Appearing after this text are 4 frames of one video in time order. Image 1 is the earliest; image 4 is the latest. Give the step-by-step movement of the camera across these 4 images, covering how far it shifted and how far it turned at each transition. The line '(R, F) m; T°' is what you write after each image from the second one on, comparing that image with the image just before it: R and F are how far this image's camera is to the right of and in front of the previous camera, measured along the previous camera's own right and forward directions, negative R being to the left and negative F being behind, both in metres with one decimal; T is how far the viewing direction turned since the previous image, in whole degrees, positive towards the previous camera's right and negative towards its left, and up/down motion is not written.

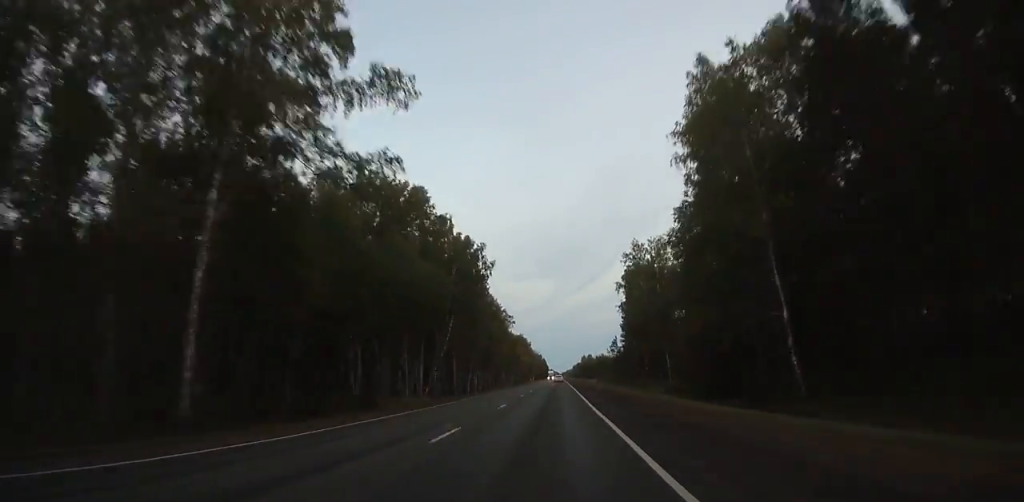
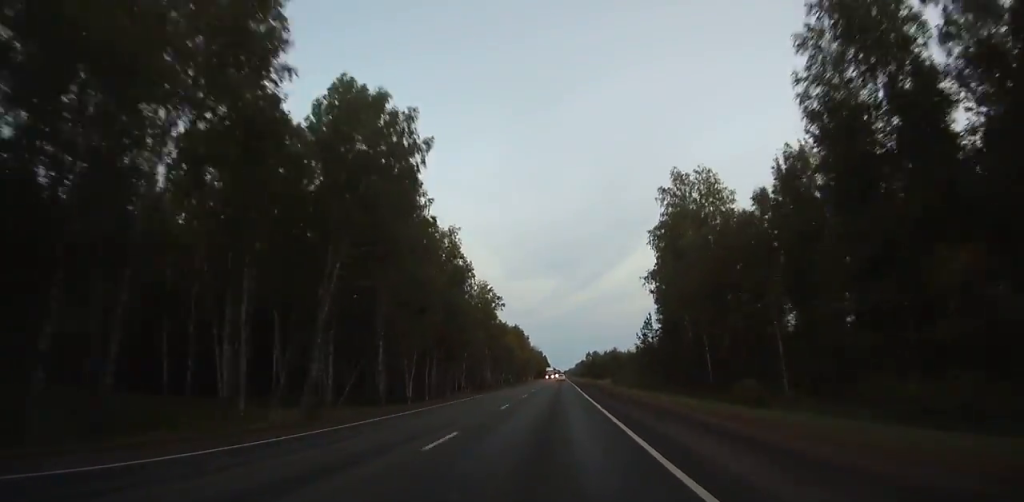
(+2.4, +36.8) m; +3°
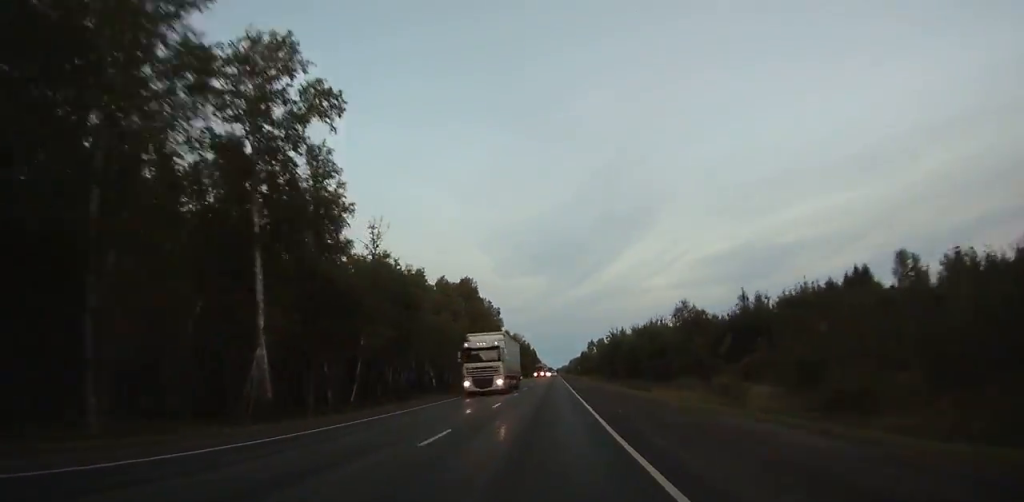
(+1.7, +94.8) m; +1°
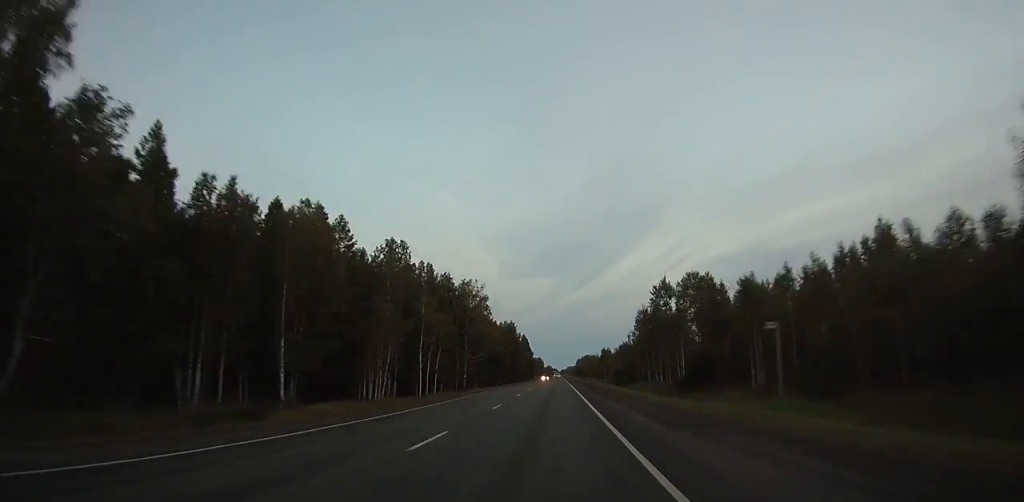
(-0.1, +155.2) m; 0°
